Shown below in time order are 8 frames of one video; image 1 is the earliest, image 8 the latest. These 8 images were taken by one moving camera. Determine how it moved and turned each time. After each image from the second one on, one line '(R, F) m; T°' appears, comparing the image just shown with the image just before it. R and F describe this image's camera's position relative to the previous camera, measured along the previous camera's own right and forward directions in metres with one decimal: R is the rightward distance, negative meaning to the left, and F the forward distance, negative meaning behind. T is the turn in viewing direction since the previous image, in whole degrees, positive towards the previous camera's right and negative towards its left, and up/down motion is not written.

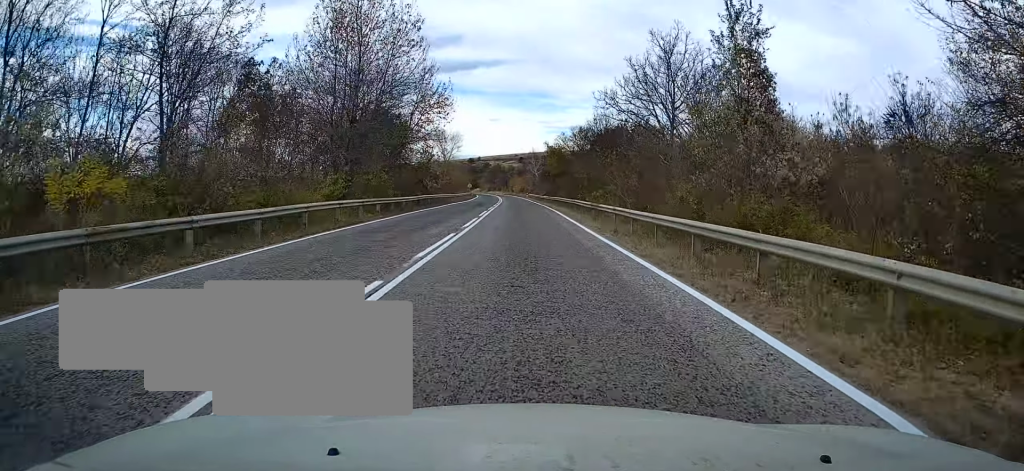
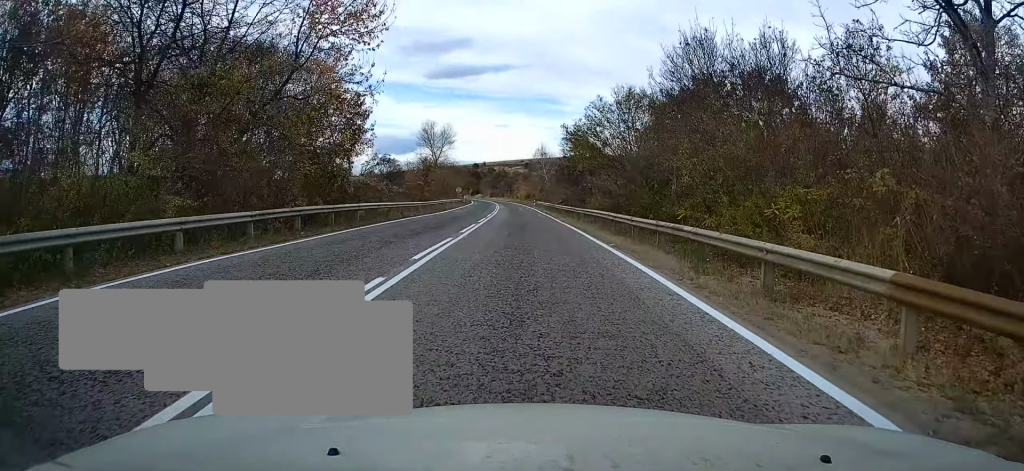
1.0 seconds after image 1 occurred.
(-0.1, +26.9) m; -1°
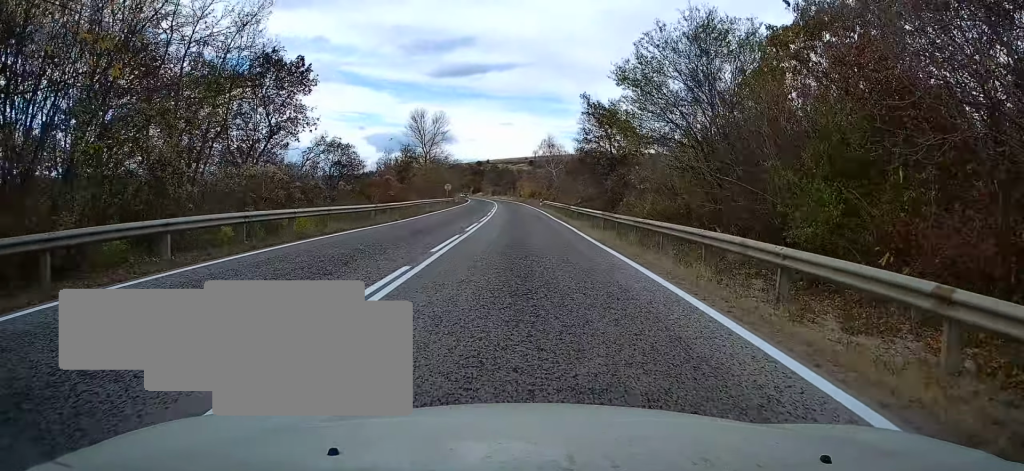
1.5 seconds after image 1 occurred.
(-0.1, +15.8) m; -1°
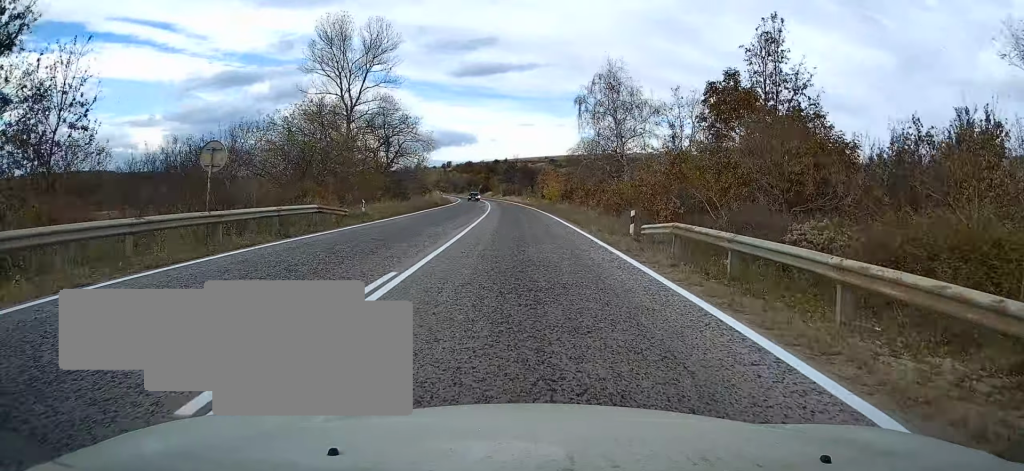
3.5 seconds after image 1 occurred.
(-0.6, +54.9) m; -1°
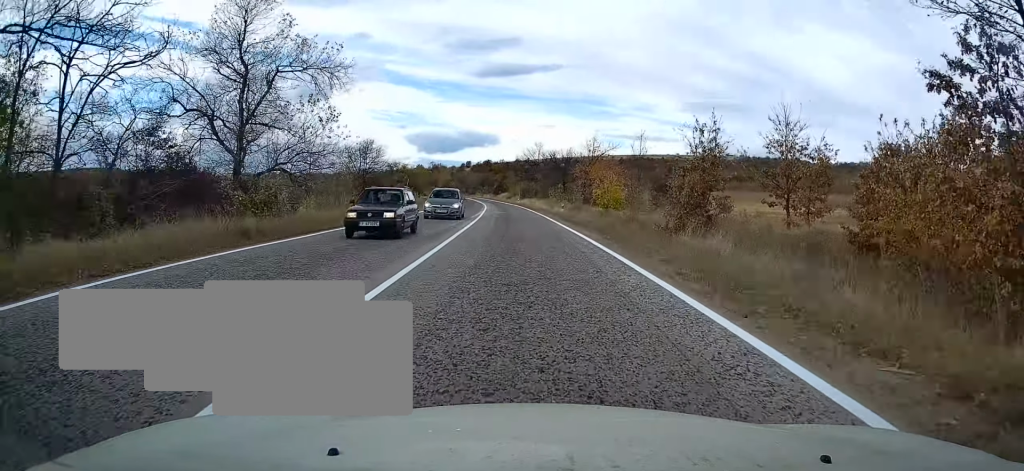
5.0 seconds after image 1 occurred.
(-0.1, +41.9) m; -2°
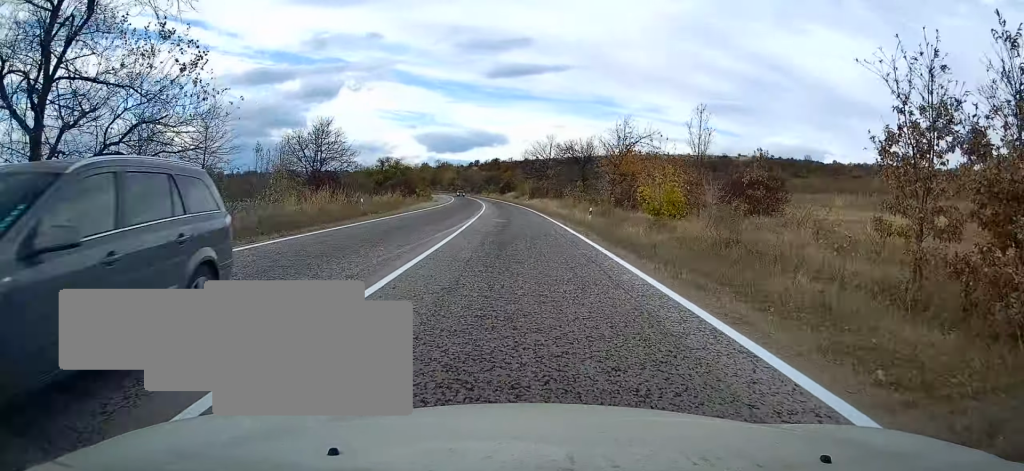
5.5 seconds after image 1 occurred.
(-0.2, +14.9) m; -1°
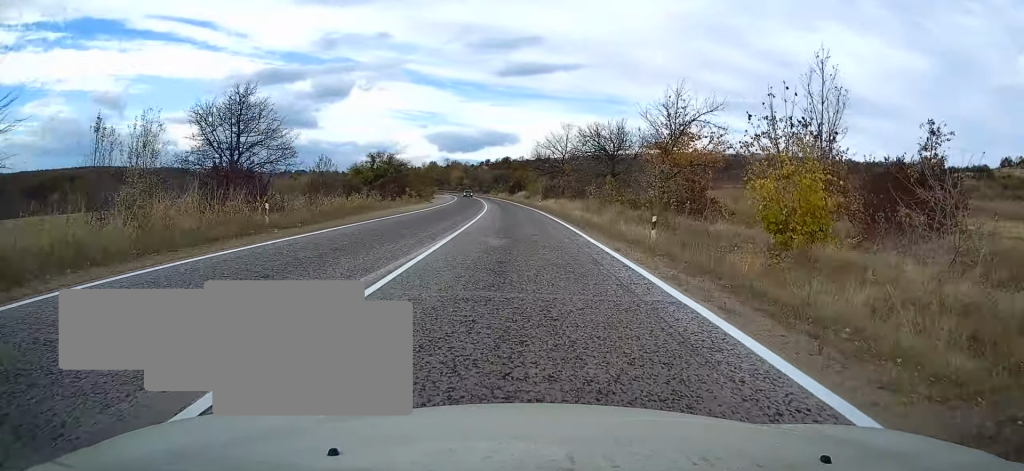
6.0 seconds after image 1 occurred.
(-0.4, +13.9) m; -1°
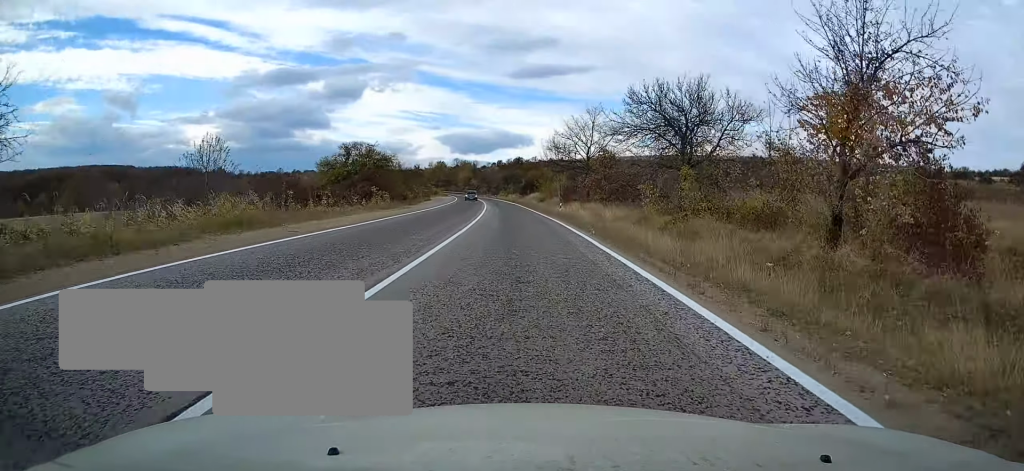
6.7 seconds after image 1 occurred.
(0.0, +19.5) m; -1°
